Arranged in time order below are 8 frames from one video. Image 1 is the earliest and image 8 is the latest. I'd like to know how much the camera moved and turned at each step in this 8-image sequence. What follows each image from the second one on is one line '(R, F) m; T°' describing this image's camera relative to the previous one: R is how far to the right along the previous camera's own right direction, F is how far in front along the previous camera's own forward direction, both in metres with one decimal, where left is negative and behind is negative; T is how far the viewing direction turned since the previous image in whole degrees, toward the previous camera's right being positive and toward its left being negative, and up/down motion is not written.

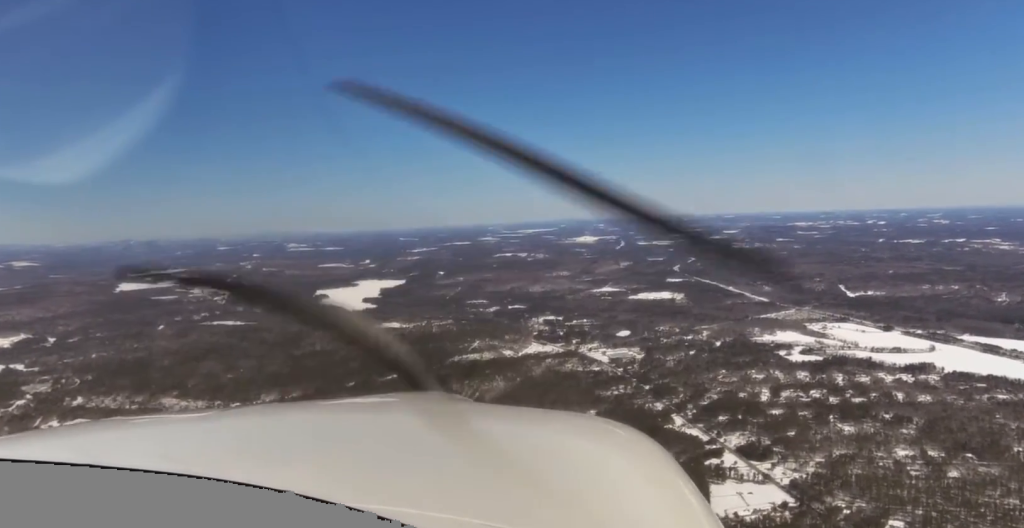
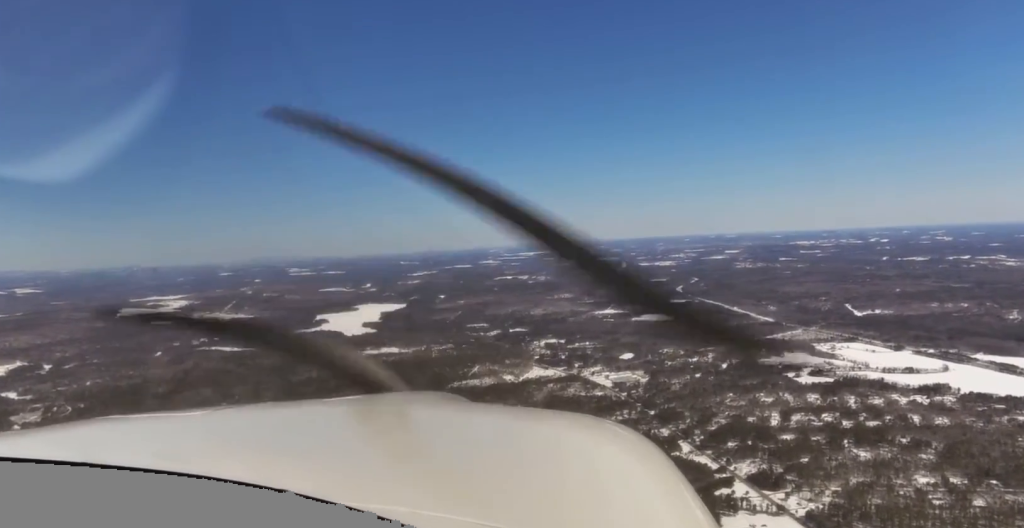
(-0.5, +62.2) m; 0°
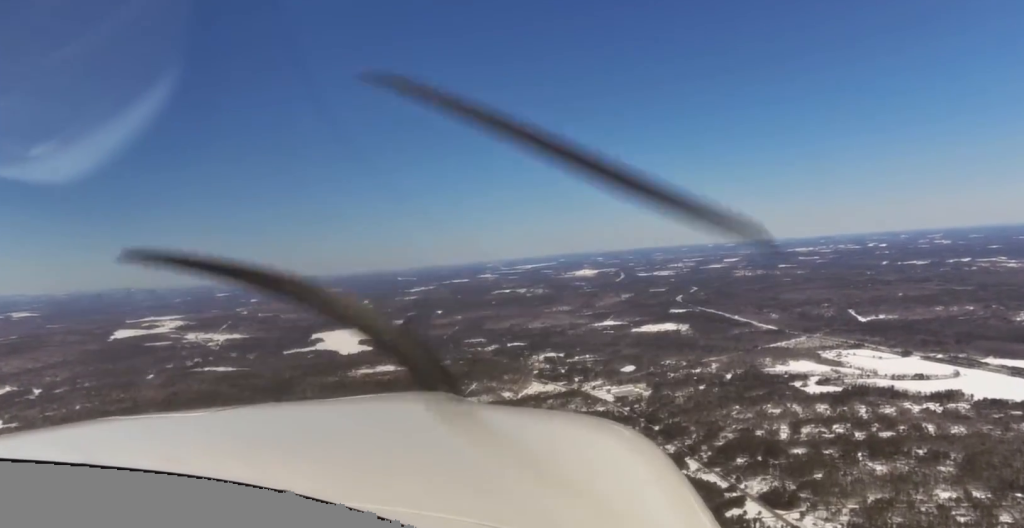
(+0.6, +66.7) m; 0°
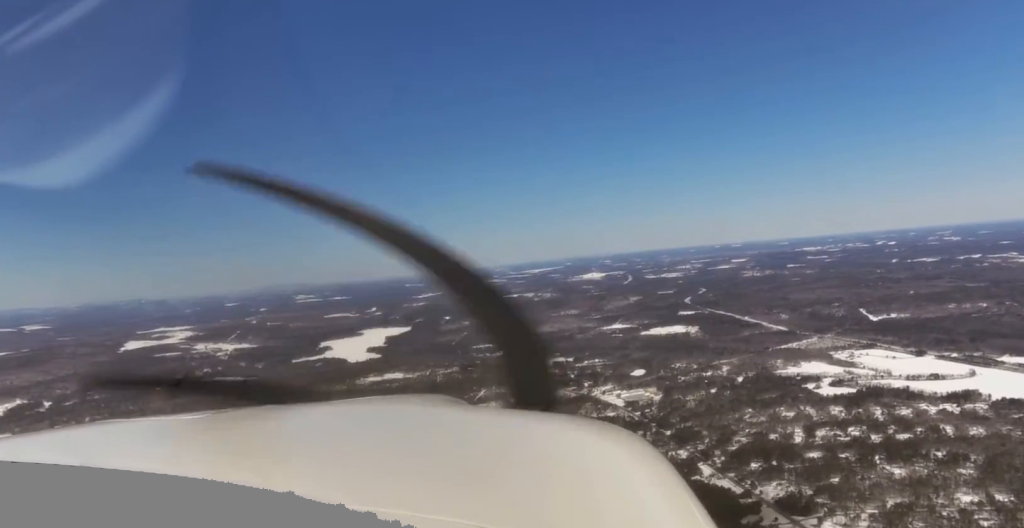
(+0.6, +28.1) m; 0°
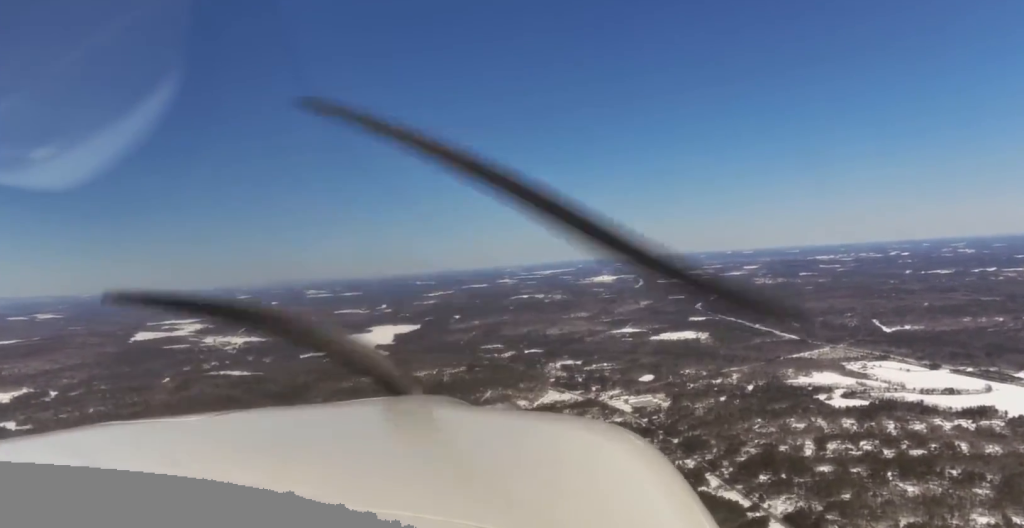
(-0.8, +34.6) m; 0°
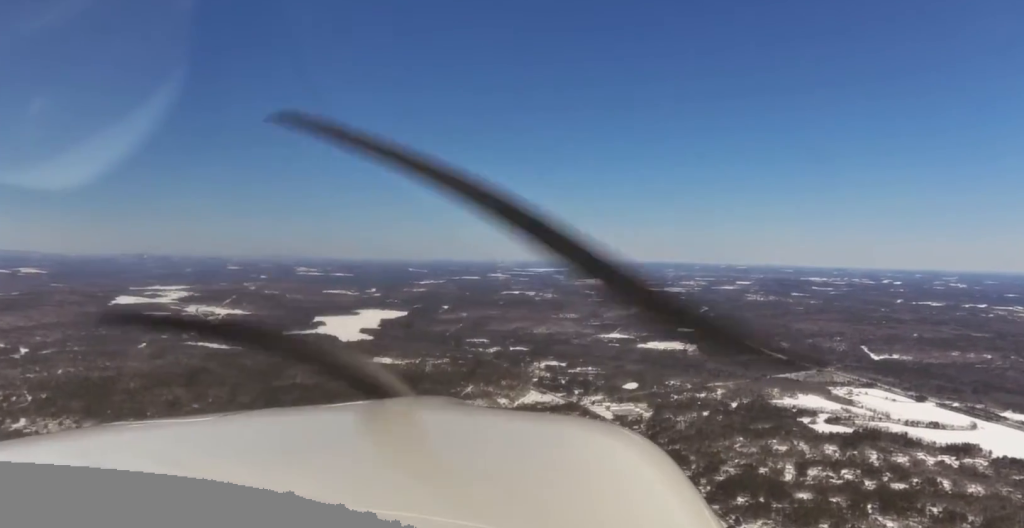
(-0.4, +43.2) m; 0°
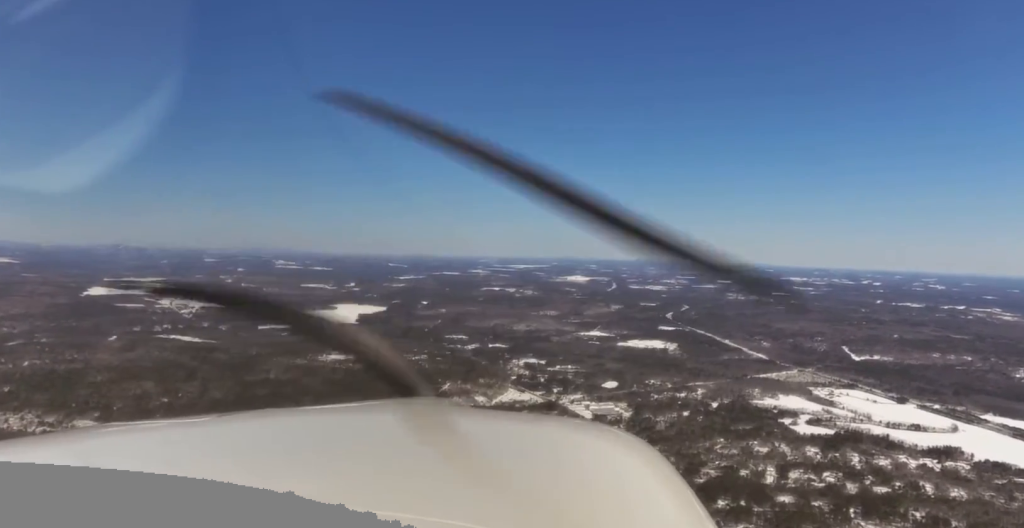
(+0.7, +38.8) m; +1°
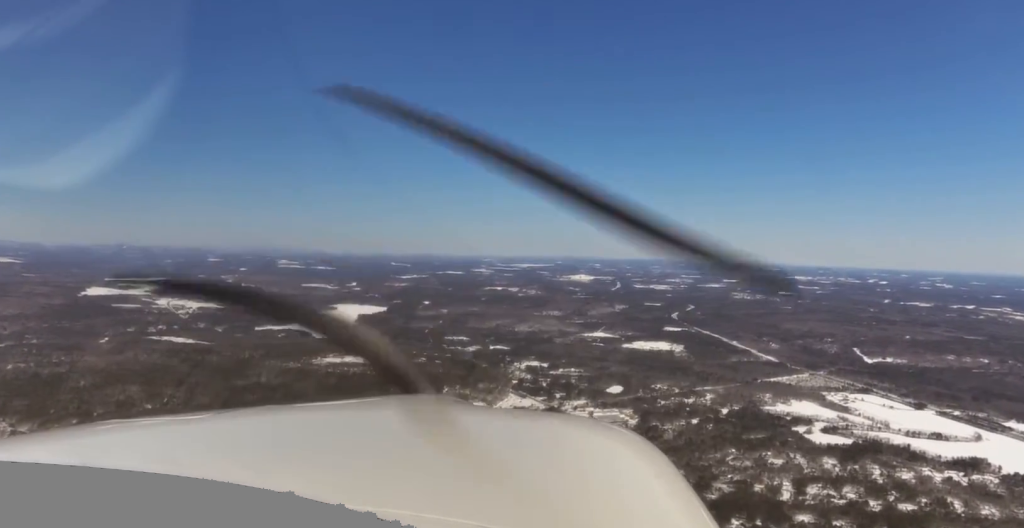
(+1.9, +109.6) m; +1°
